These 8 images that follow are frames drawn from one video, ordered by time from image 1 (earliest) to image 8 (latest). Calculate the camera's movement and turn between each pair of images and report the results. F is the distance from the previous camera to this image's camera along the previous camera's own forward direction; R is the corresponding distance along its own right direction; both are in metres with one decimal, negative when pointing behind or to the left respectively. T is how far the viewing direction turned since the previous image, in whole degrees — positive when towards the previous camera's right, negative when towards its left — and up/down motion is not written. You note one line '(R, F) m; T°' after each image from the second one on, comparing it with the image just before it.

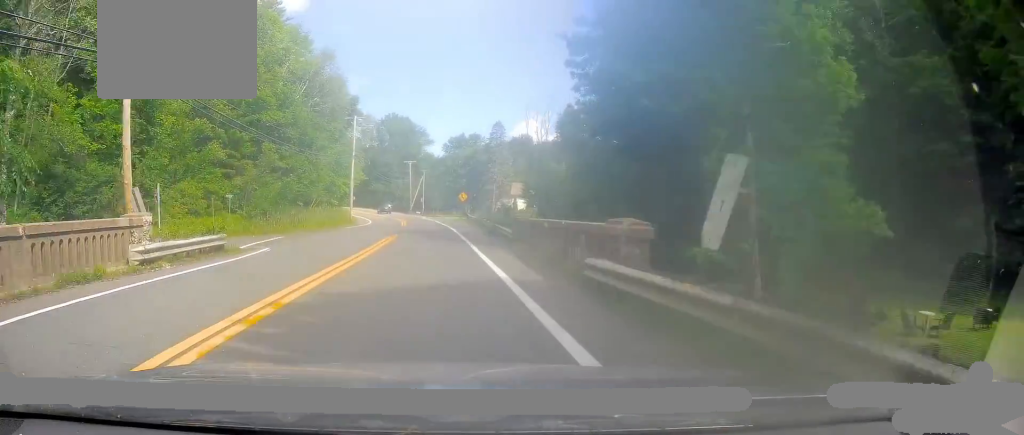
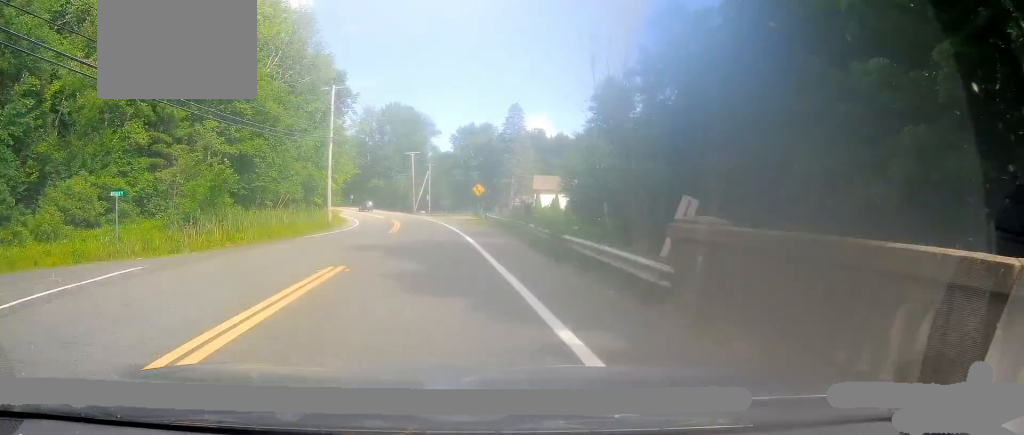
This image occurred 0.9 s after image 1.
(-0.5, +17.4) m; -2°
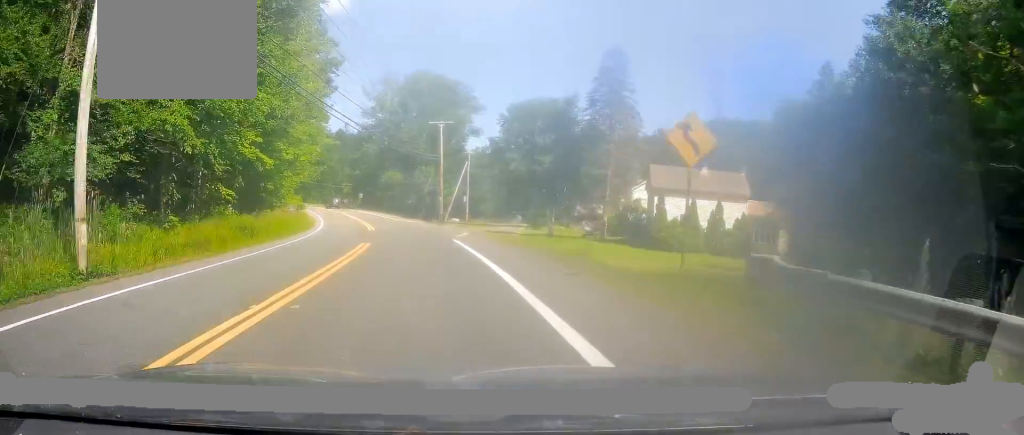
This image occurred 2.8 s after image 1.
(-0.6, +38.0) m; -3°
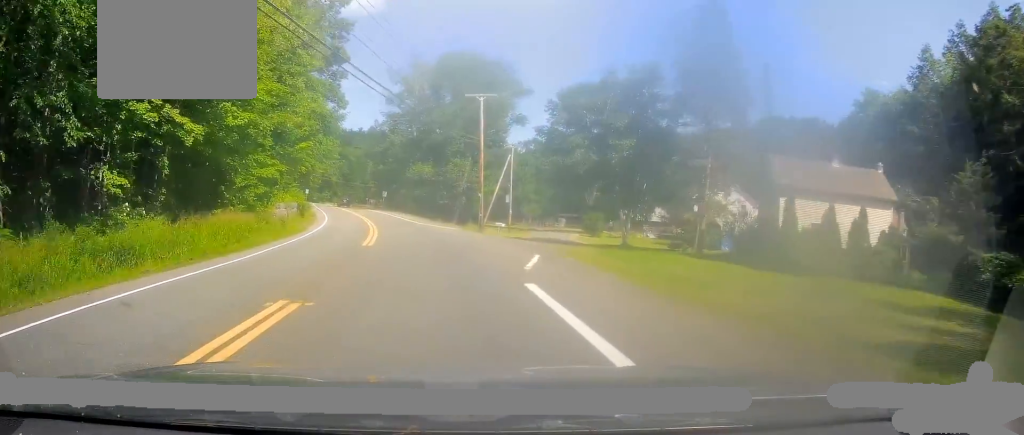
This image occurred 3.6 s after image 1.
(-0.6, +14.9) m; -3°
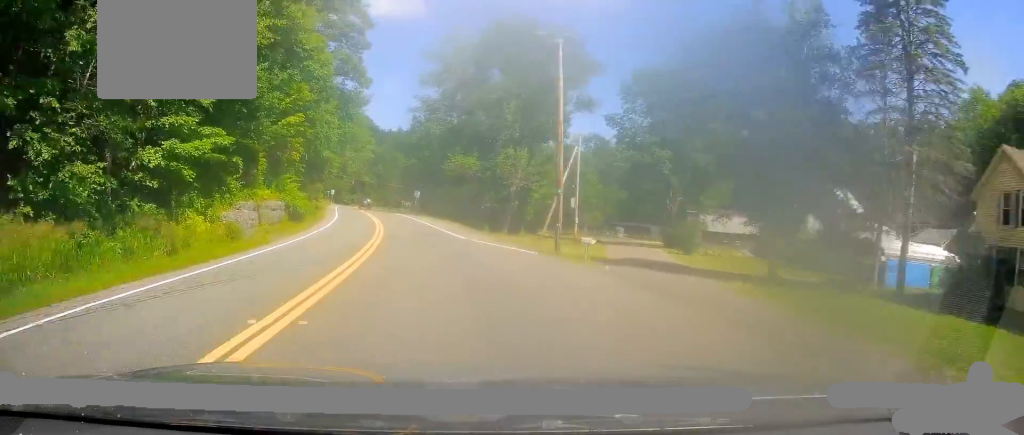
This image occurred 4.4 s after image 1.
(-0.2, +16.8) m; -3°
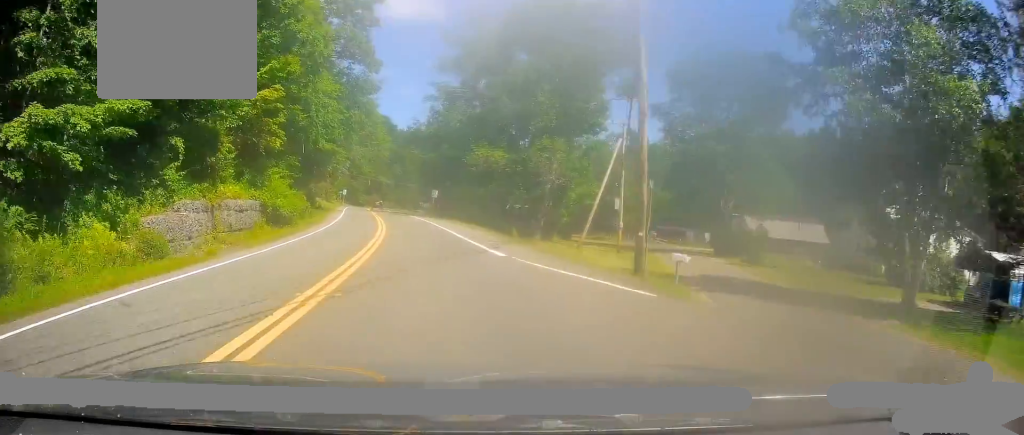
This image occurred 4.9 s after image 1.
(-0.3, +9.1) m; -3°
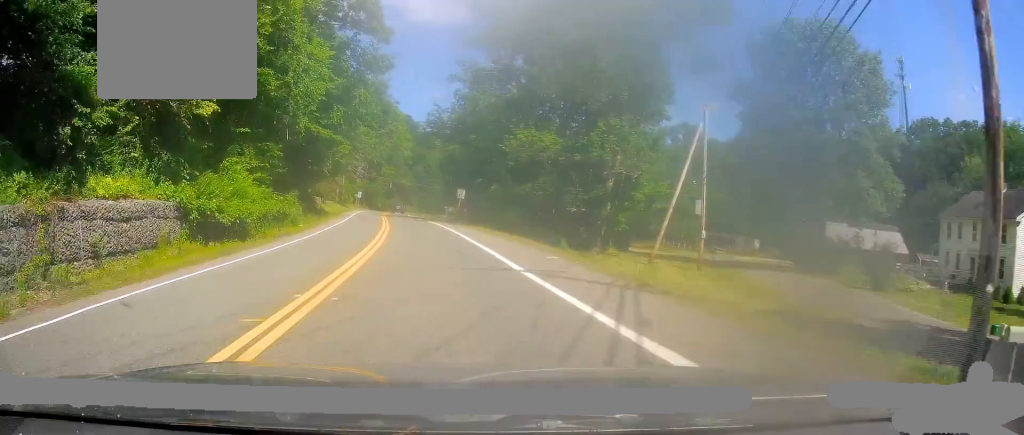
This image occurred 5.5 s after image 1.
(-0.3, +12.3) m; -3°
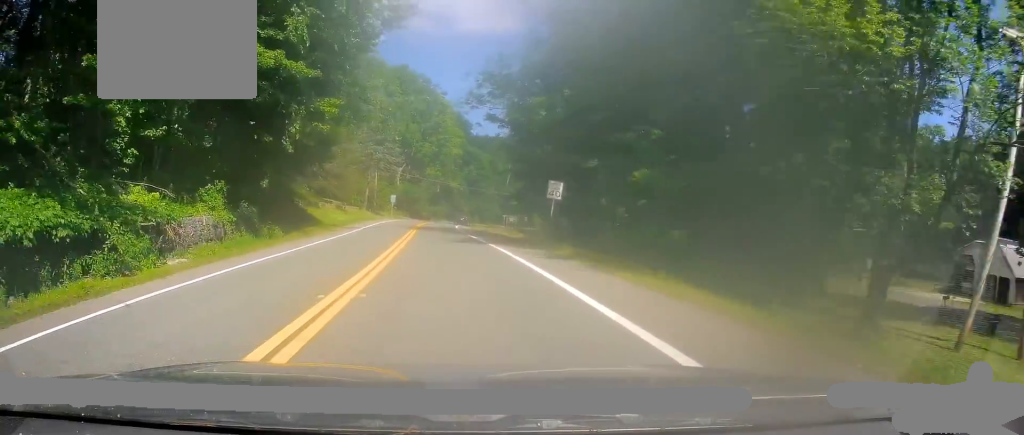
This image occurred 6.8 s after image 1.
(-1.2, +24.0) m; -3°
